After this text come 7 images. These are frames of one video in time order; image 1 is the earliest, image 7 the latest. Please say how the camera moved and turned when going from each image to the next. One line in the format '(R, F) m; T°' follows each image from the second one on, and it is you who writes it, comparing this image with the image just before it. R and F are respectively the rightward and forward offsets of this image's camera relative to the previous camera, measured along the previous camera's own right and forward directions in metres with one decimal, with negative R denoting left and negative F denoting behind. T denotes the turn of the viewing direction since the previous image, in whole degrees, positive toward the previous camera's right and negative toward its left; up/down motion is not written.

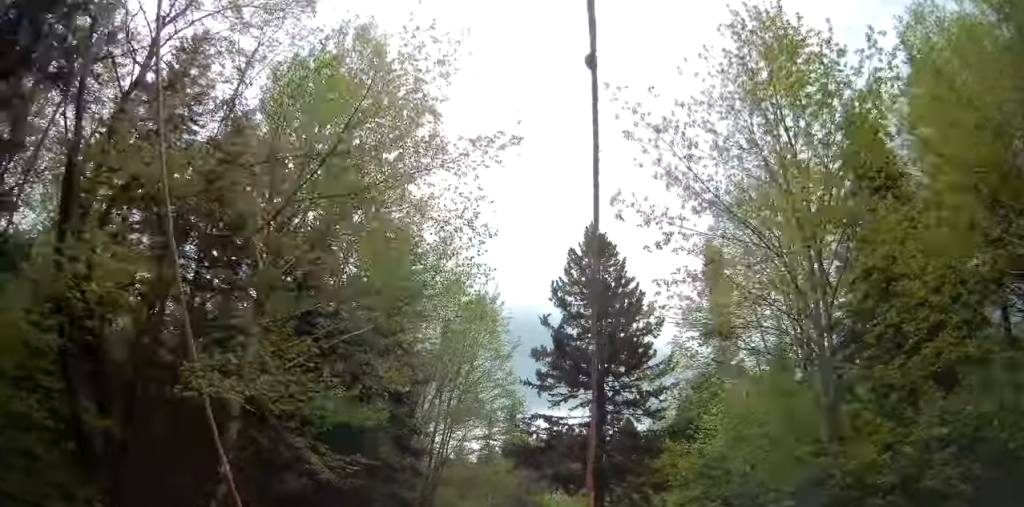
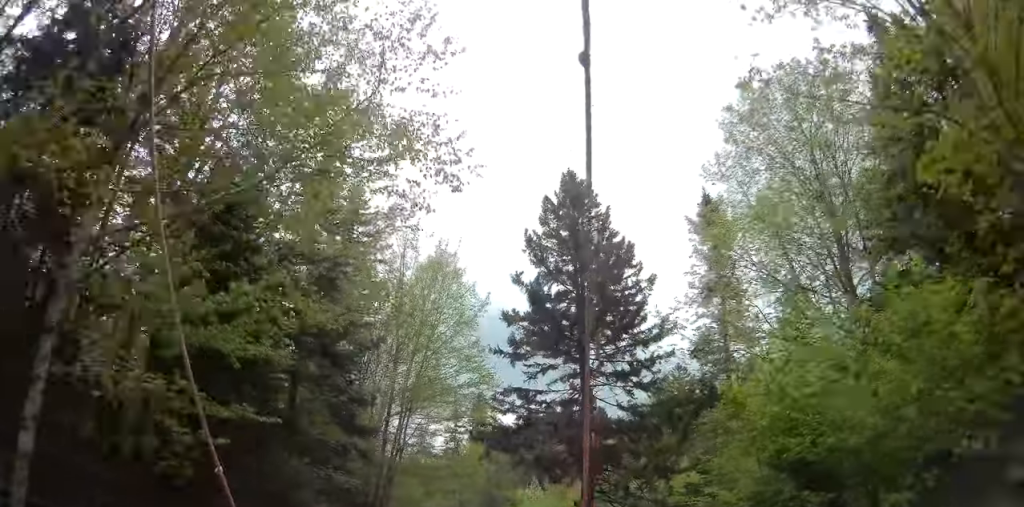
(+0.4, +4.7) m; +6°
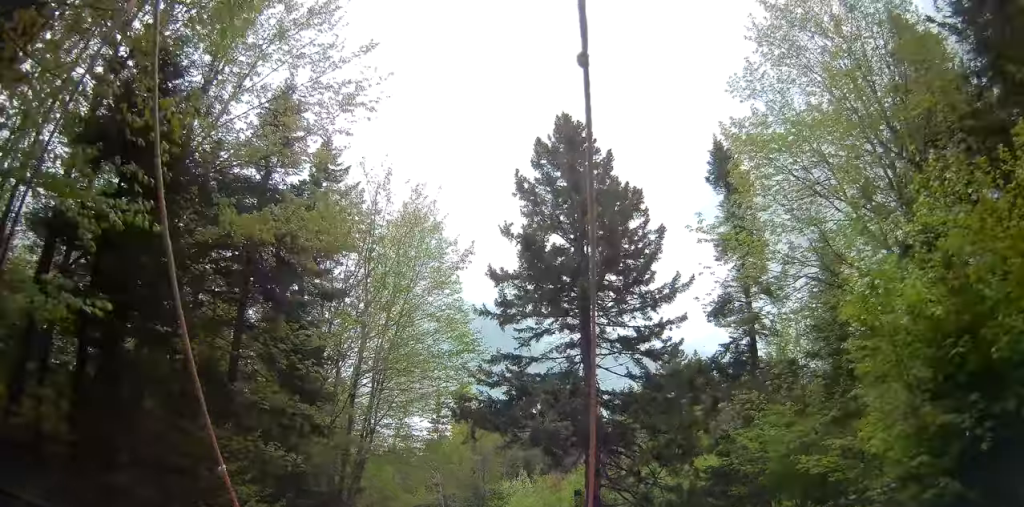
(+0.2, +3.9) m; +3°
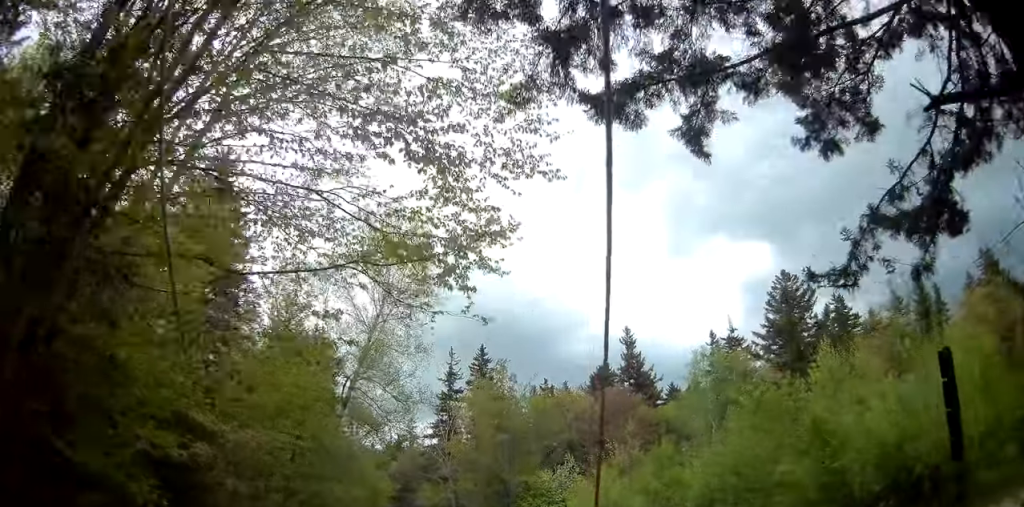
(+1.3, +18.2) m; +3°
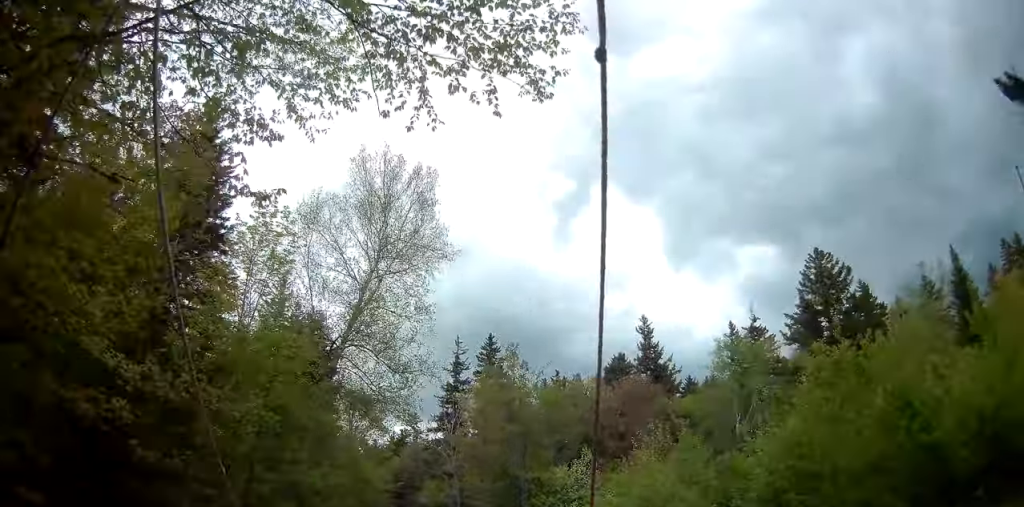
(-0.2, +3.5) m; +1°
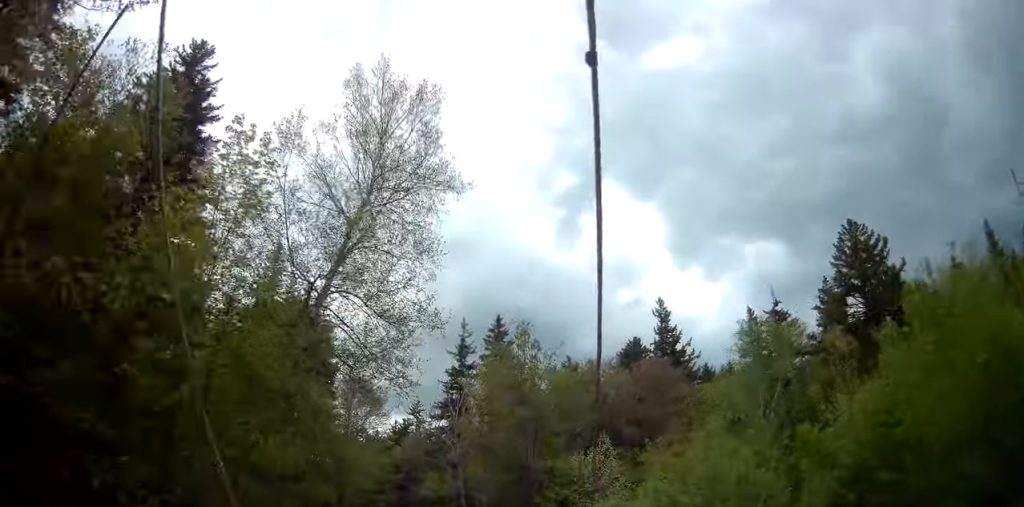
(-0.1, +3.3) m; +1°
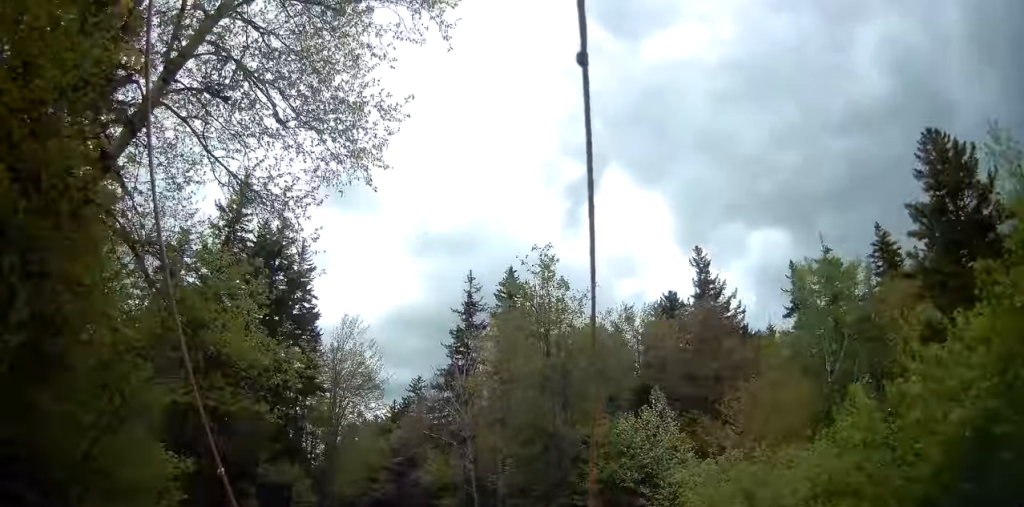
(+0.4, +8.7) m; -1°
